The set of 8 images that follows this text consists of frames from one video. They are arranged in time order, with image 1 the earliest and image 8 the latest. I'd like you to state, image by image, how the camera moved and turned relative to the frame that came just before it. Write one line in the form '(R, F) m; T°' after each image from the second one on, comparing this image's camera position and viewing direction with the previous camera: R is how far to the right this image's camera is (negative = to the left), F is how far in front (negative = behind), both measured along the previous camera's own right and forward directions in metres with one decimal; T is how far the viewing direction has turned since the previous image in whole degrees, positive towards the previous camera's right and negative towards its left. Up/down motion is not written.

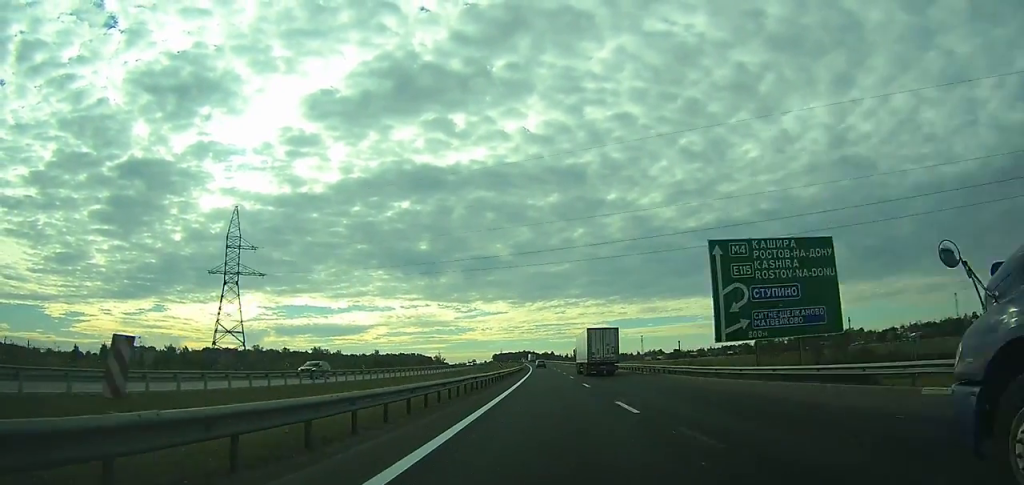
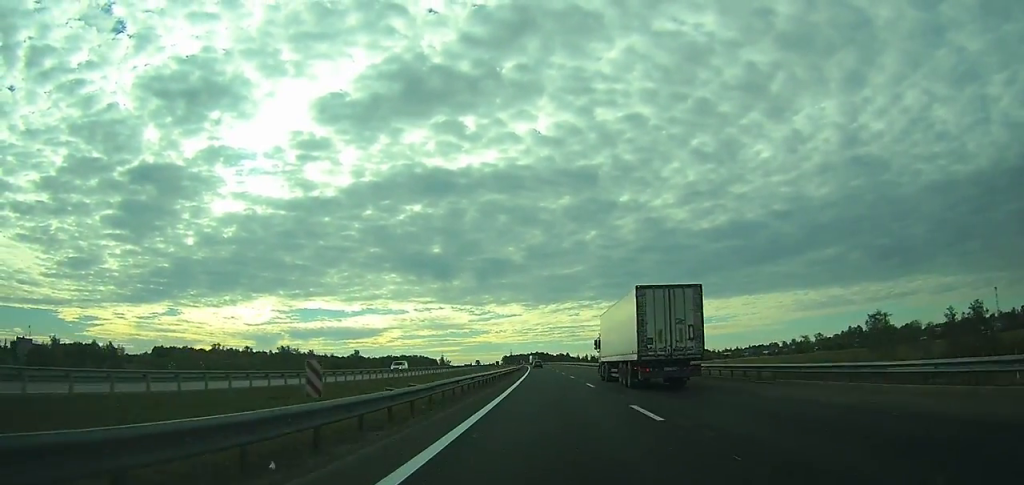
(-1.4, +88.9) m; -2°
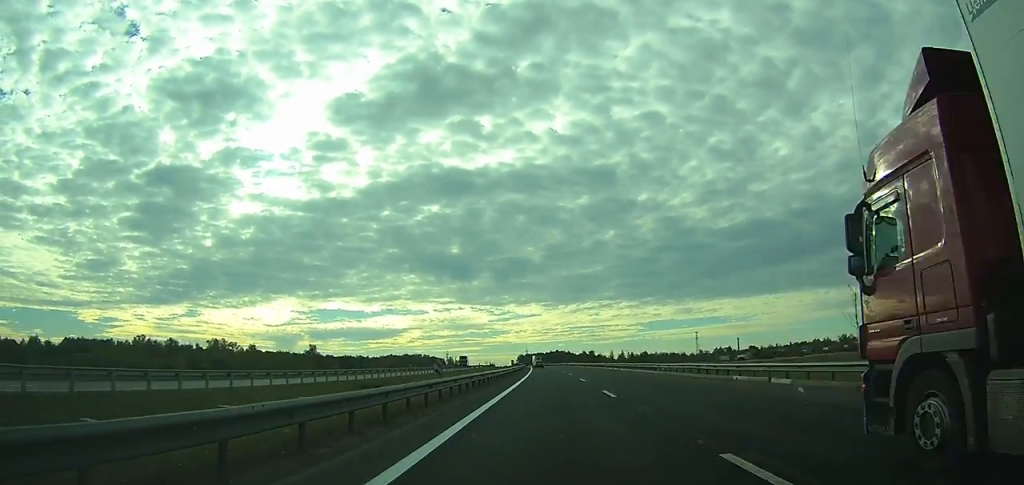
(-1.7, +103.5) m; -2°
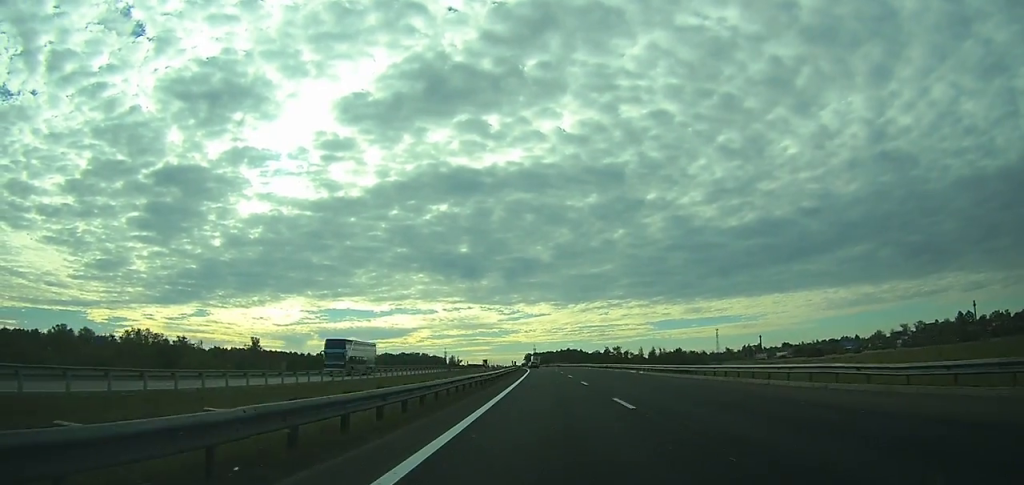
(-0.6, +65.2) m; -1°
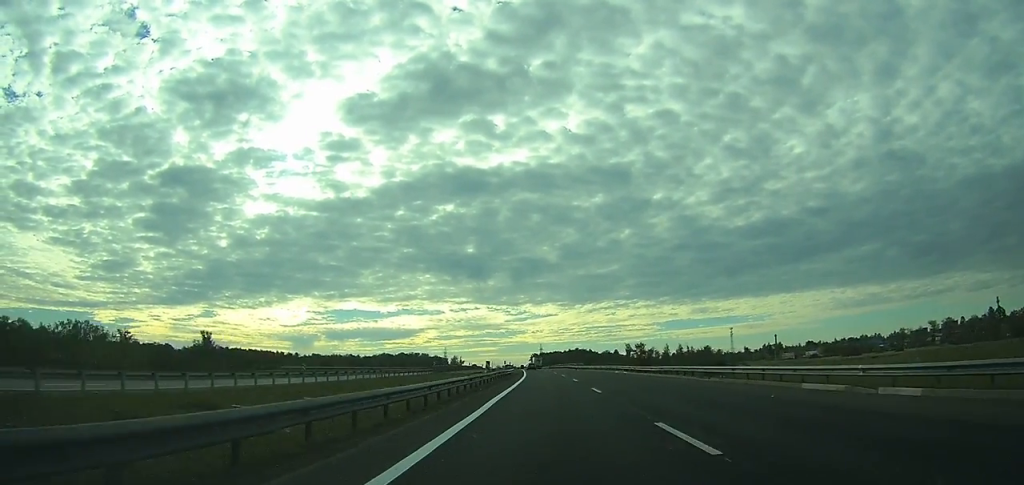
(-0.1, +39.3) m; -1°
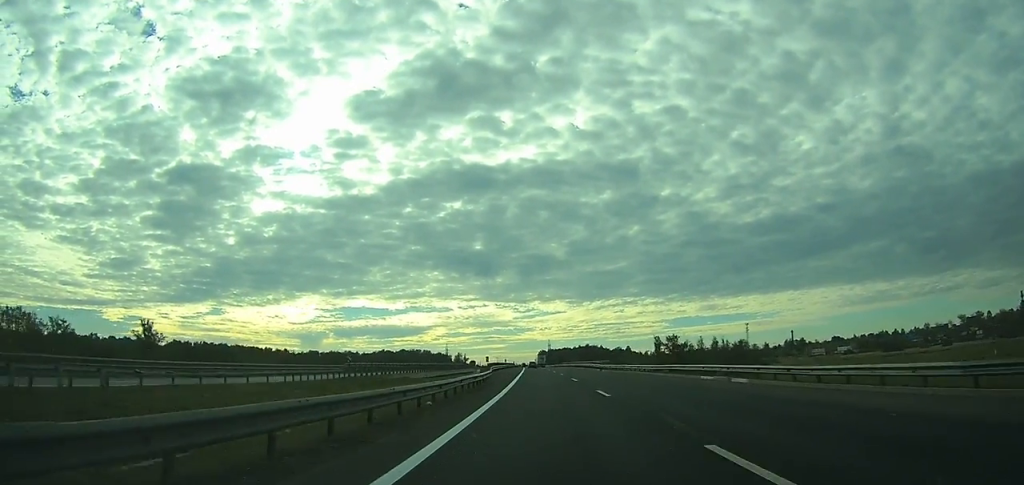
(+0.2, +35.8) m; -1°
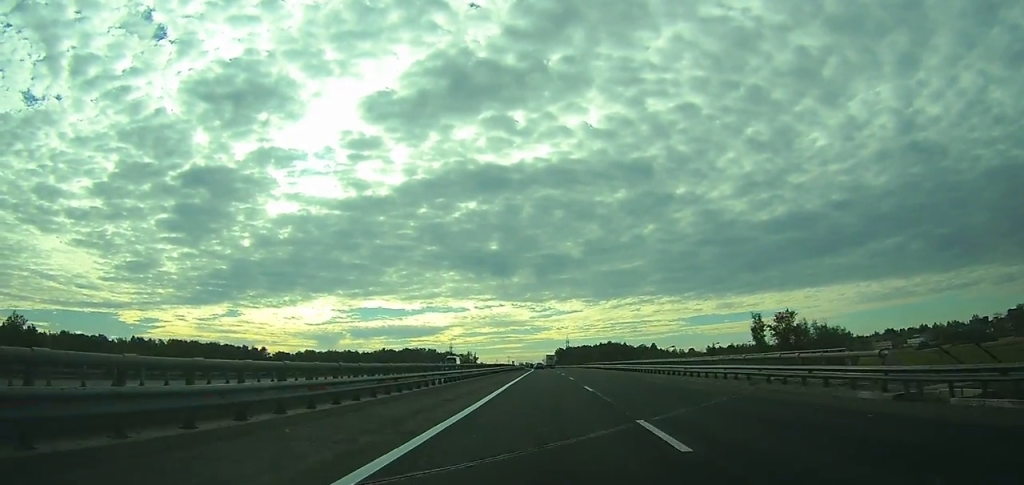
(-1.0, +59.6) m; -2°
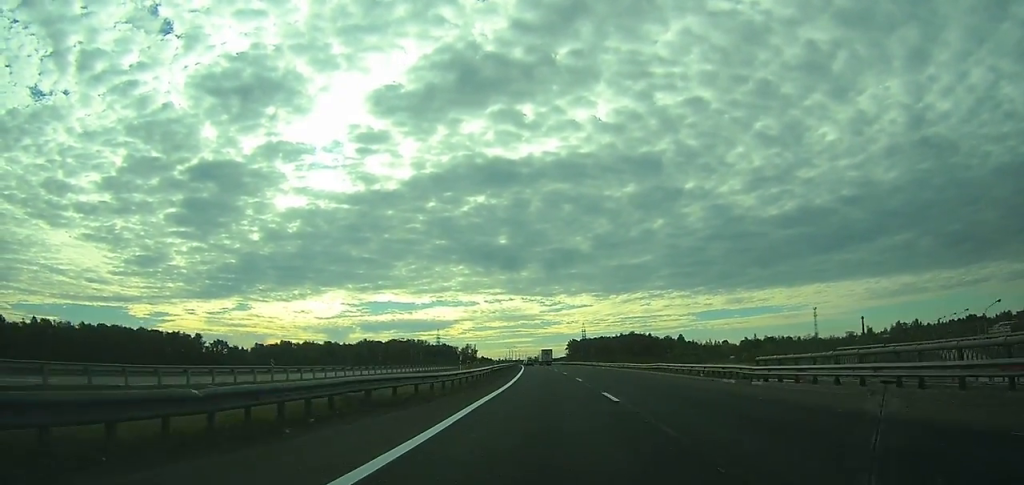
(-1.3, +80.2) m; -2°
